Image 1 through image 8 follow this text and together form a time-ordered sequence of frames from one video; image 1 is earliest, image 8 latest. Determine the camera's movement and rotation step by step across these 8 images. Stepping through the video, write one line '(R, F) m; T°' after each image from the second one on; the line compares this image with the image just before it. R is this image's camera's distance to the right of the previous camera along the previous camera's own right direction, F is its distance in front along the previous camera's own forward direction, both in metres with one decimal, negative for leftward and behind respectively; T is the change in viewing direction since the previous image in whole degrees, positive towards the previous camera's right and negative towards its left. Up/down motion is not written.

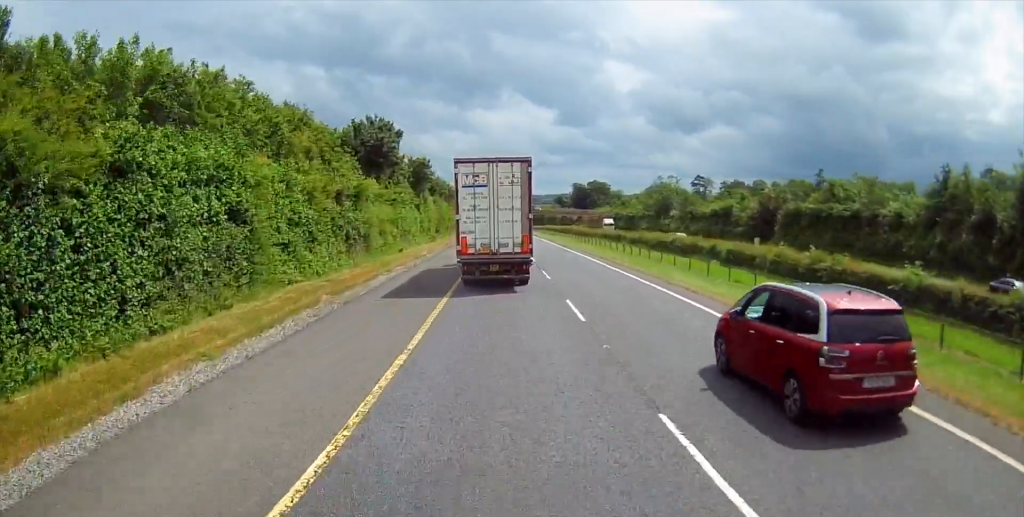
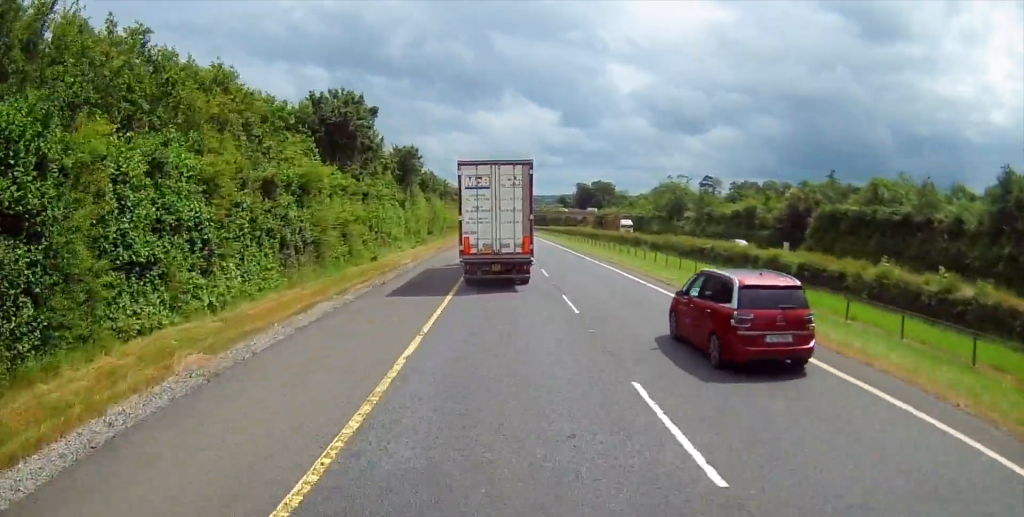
(+0.1, +10.2) m; 0°
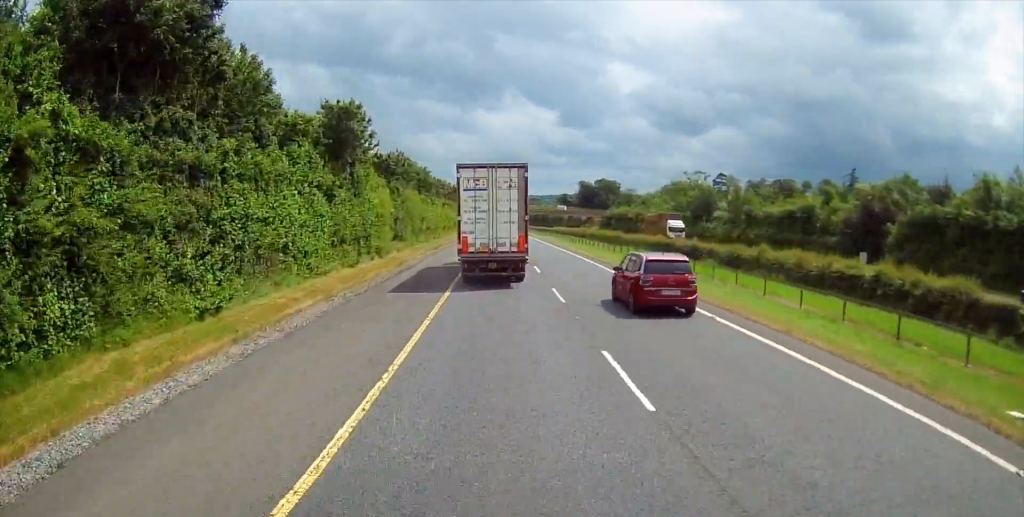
(0.0, +21.3) m; 0°
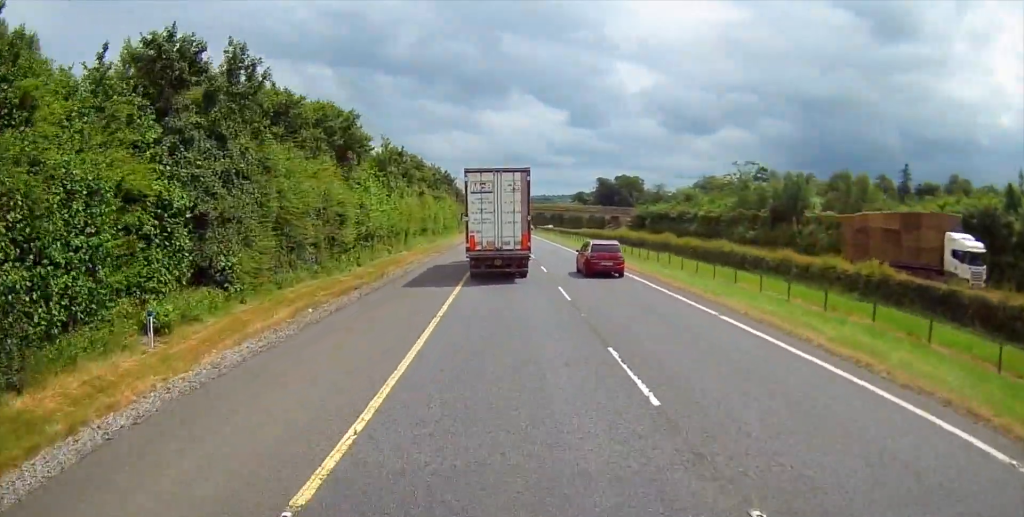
(0.0, +35.4) m; 0°
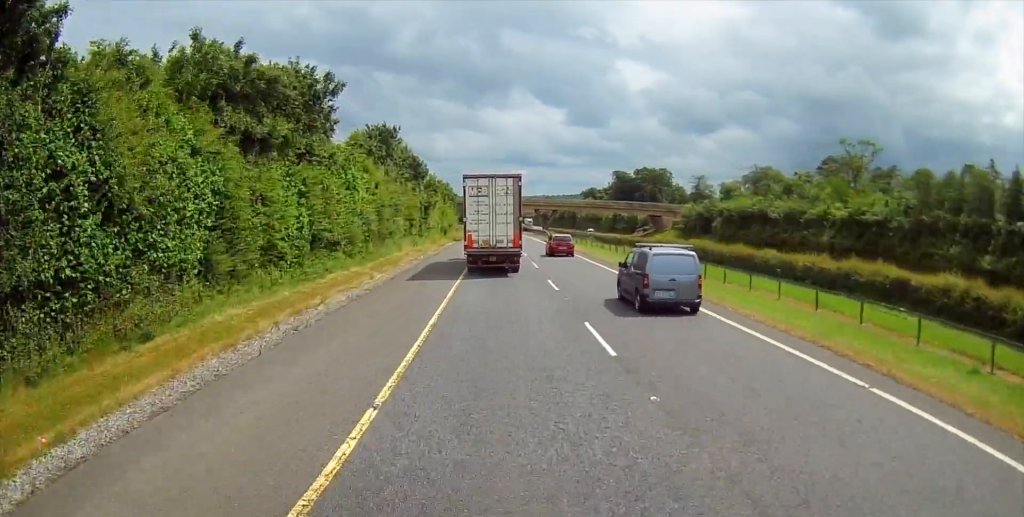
(-1.3, +55.9) m; -1°
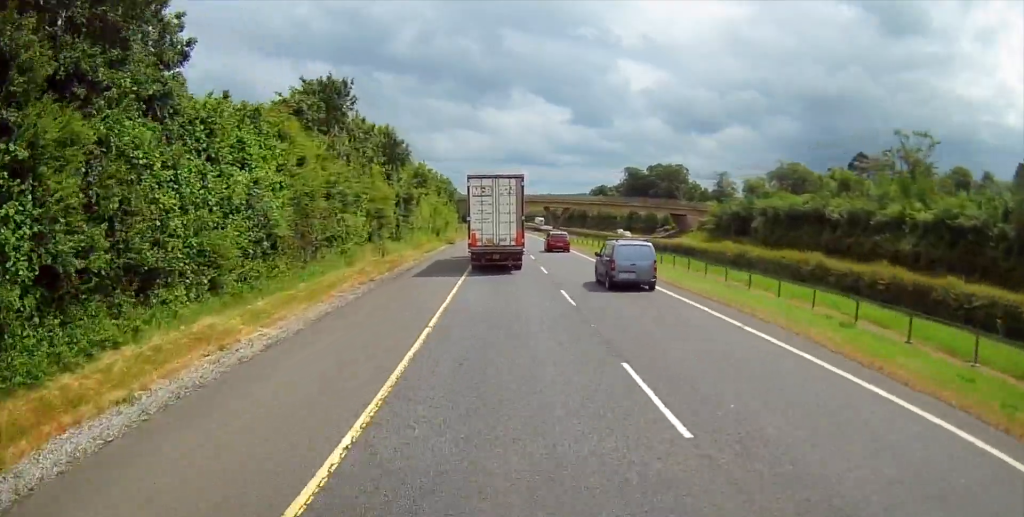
(+0.1, +16.4) m; 0°
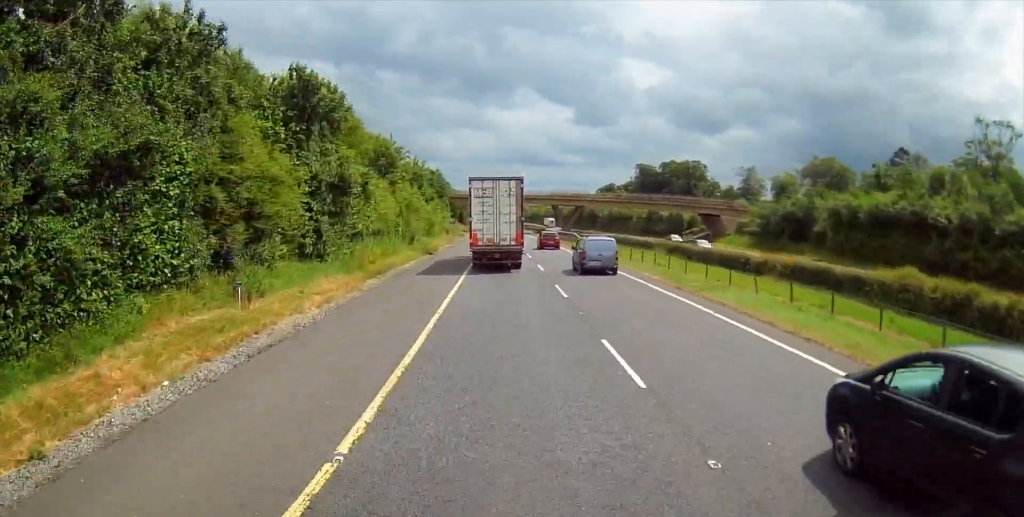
(+0.1, +20.9) m; 0°
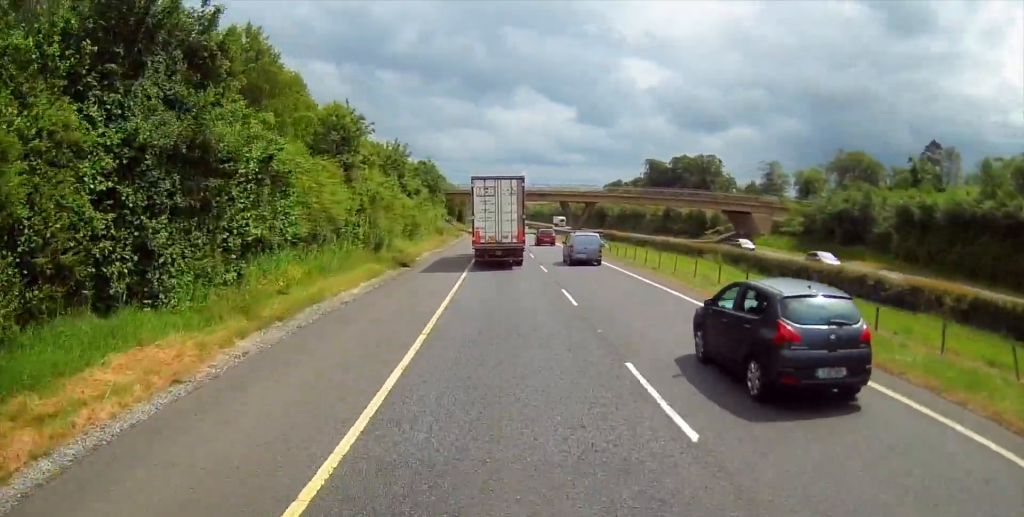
(-0.1, +14.1) m; 0°
